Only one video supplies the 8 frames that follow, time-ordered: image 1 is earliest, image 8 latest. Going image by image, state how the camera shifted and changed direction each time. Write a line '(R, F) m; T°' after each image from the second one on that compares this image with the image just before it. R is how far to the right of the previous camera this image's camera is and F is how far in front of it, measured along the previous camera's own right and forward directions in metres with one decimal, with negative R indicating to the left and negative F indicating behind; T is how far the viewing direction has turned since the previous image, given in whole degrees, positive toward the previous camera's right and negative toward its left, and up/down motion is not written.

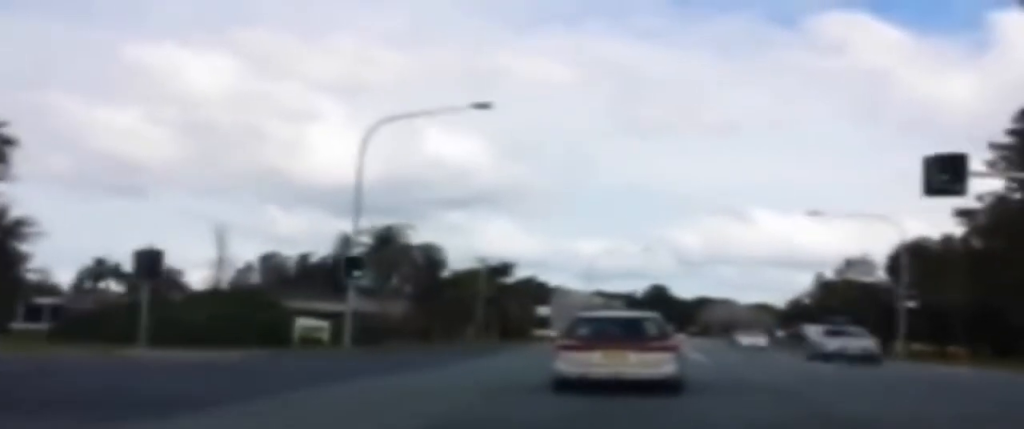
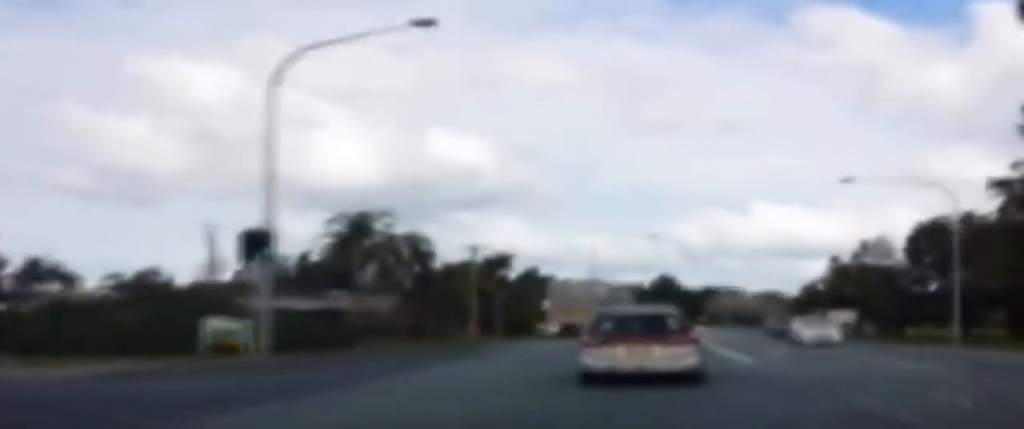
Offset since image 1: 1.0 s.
(+0.1, +10.3) m; +2°
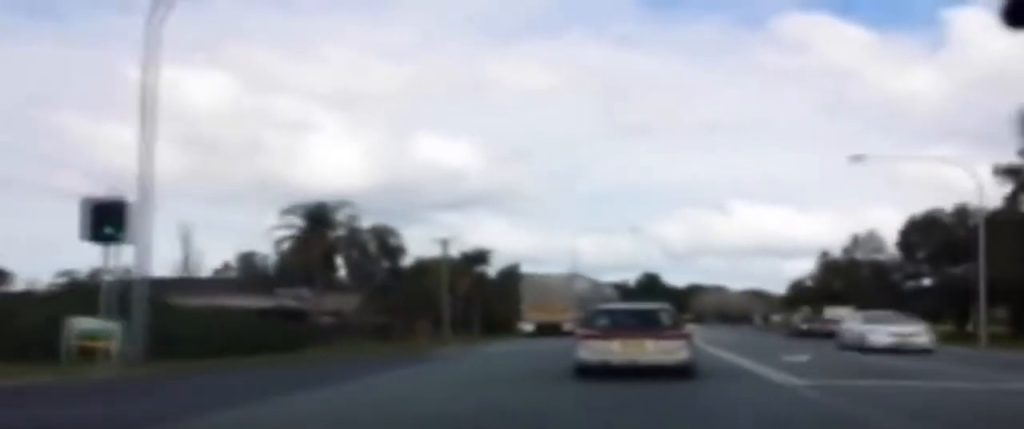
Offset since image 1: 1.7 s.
(0.0, +6.7) m; +1°
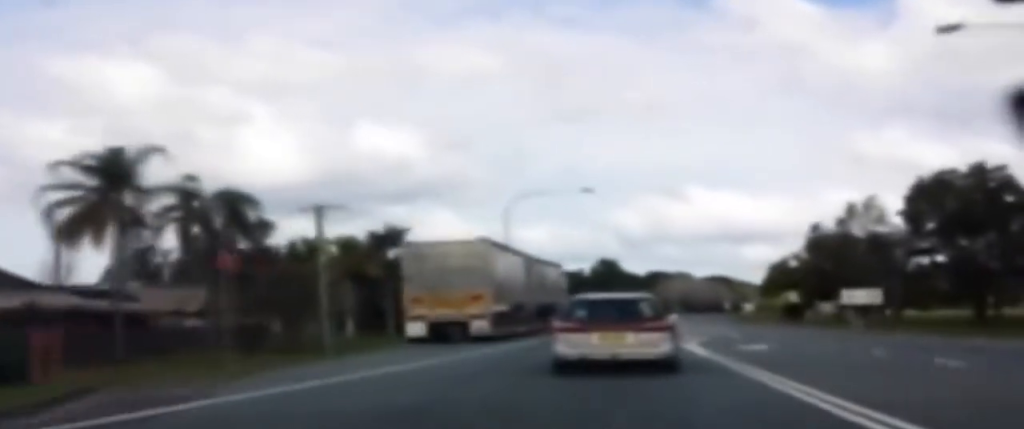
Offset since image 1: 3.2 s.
(+0.3, +17.6) m; +1°
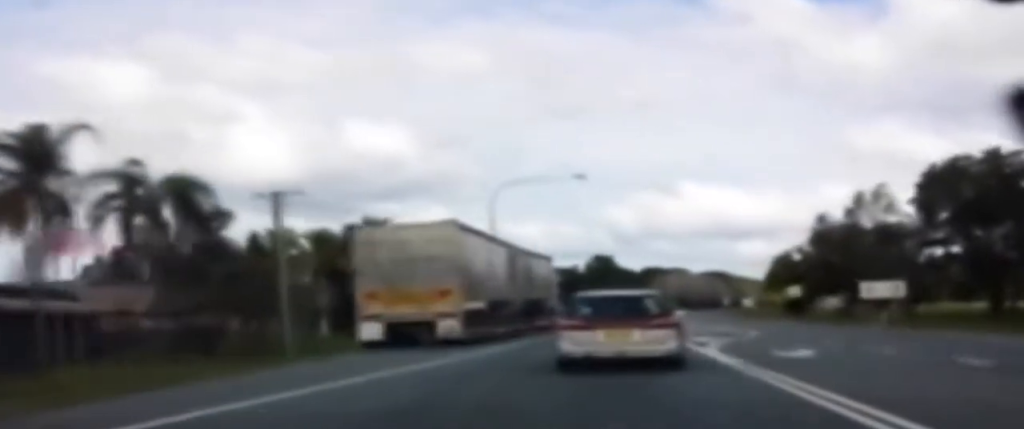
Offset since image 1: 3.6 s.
(0.0, +5.2) m; 0°
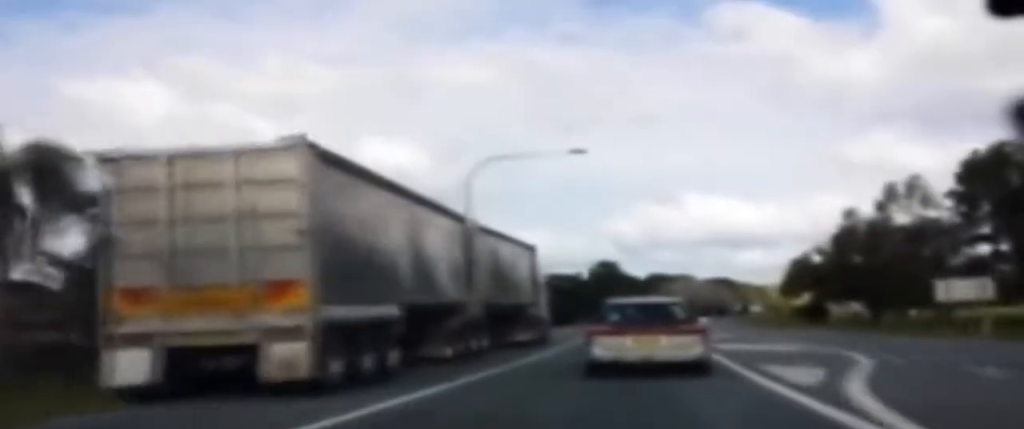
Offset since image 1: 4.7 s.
(+0.2, +13.4) m; 0°
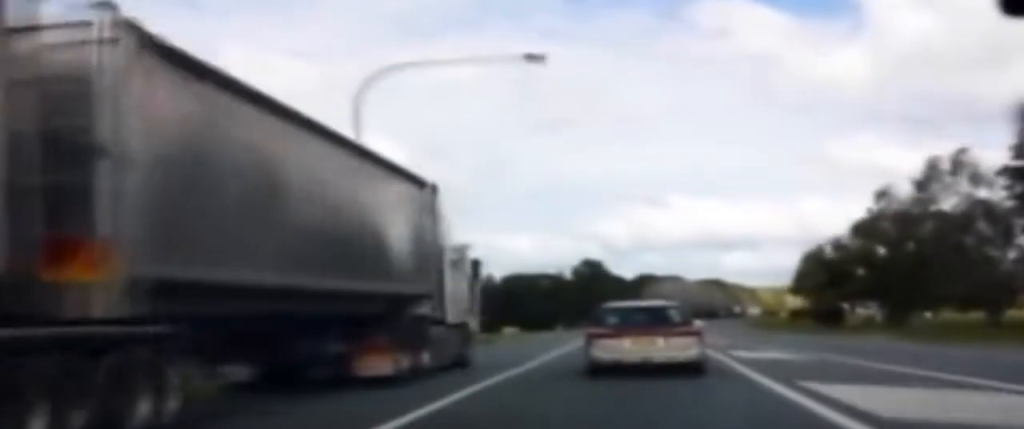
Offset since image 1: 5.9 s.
(-0.2, +16.1) m; -1°
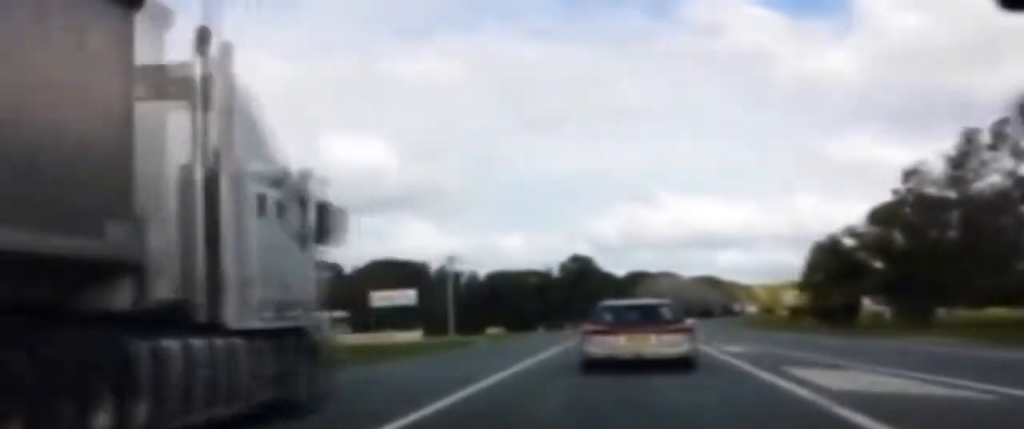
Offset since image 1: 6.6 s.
(-0.1, +9.4) m; 0°
